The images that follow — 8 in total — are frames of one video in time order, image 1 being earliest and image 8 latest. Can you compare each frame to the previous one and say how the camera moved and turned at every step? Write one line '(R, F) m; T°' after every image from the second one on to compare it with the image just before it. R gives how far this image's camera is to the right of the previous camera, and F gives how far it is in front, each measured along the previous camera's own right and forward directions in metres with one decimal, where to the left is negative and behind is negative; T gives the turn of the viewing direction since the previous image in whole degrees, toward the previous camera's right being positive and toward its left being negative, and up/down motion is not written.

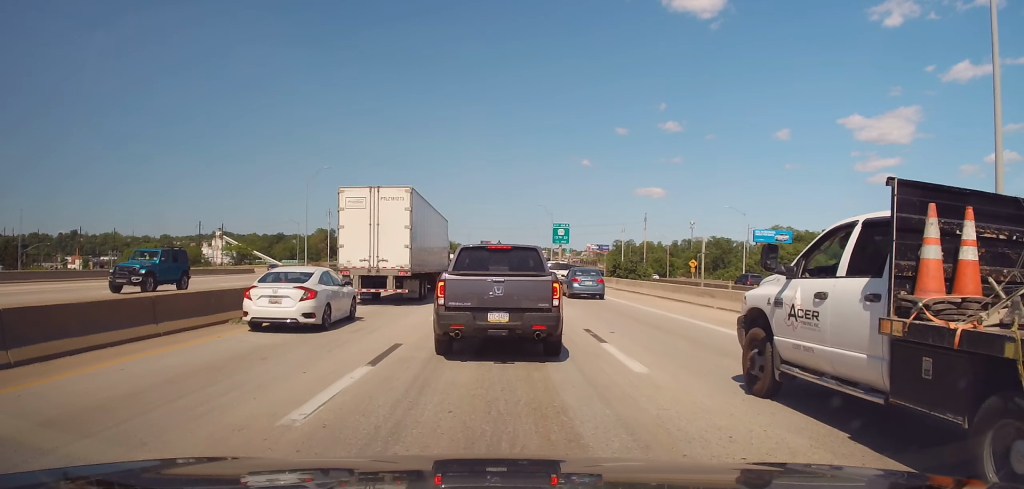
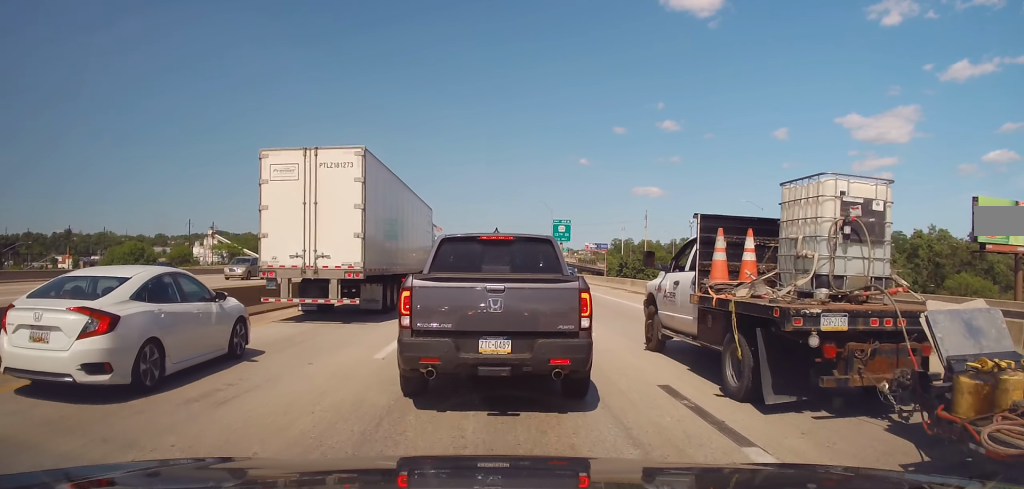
(0.0, +6.3) m; +2°
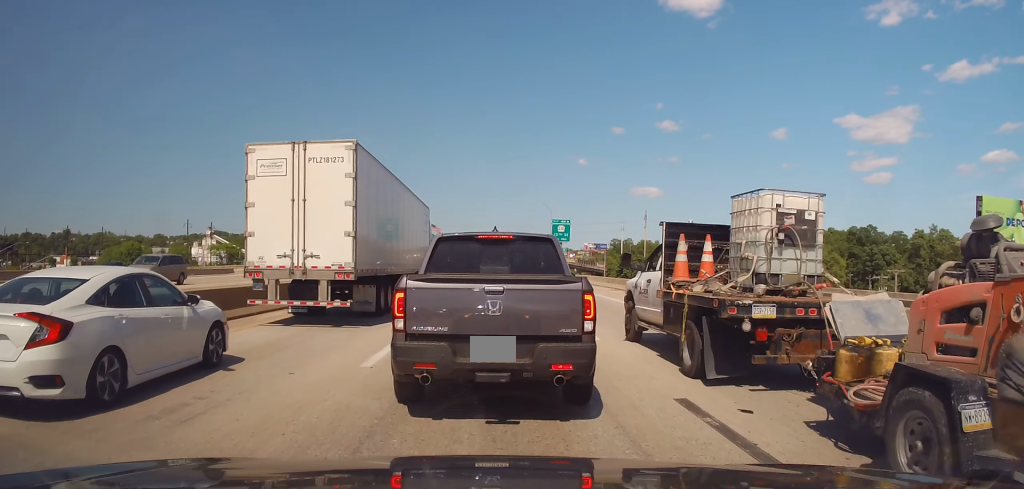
(0.0, +0.7) m; 0°
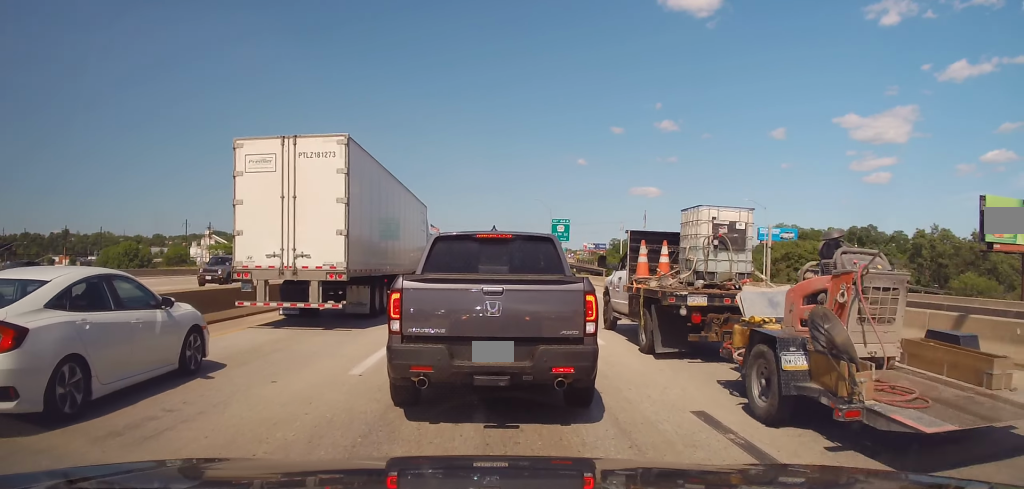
(0.0, +0.7) m; 0°
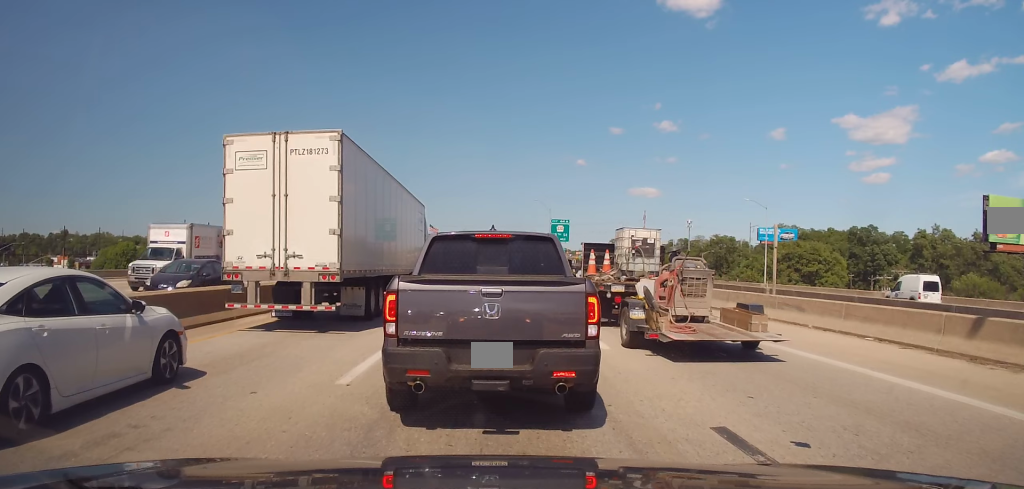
(+0.1, +0.6) m; 0°
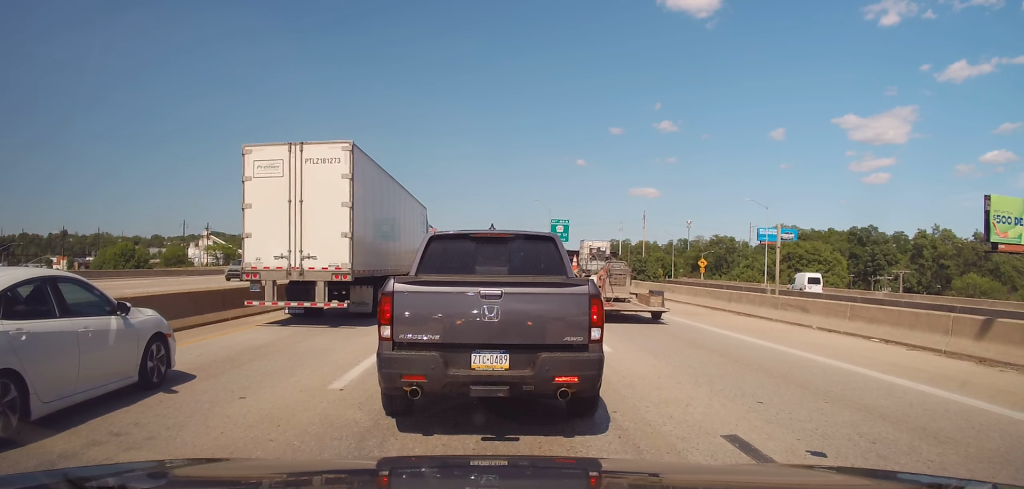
(+0.1, +0.1) m; 0°
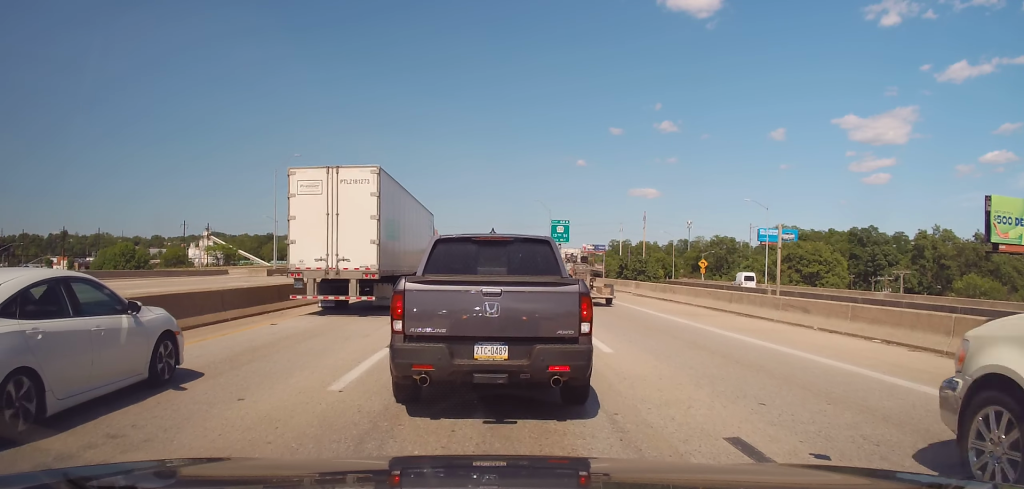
(0.0, 0.0) m; 0°
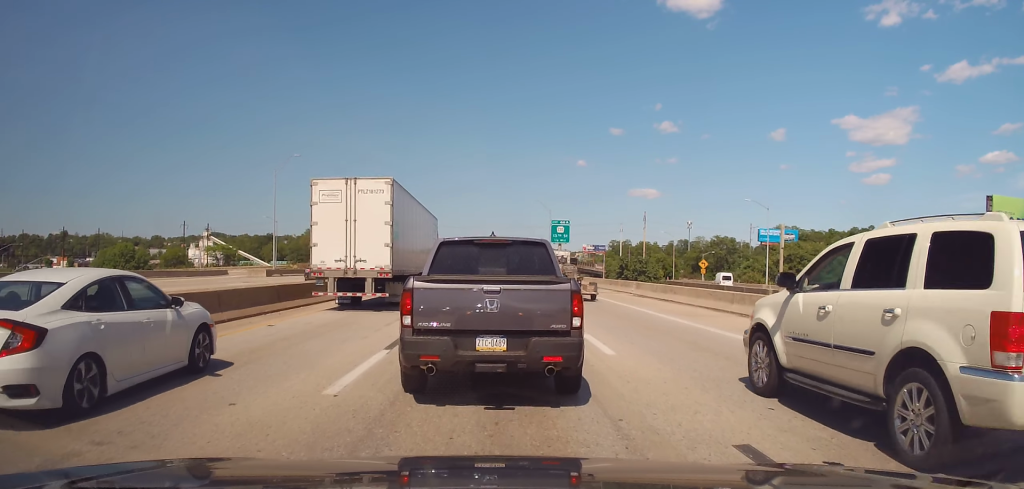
(0.0, +0.1) m; 0°
